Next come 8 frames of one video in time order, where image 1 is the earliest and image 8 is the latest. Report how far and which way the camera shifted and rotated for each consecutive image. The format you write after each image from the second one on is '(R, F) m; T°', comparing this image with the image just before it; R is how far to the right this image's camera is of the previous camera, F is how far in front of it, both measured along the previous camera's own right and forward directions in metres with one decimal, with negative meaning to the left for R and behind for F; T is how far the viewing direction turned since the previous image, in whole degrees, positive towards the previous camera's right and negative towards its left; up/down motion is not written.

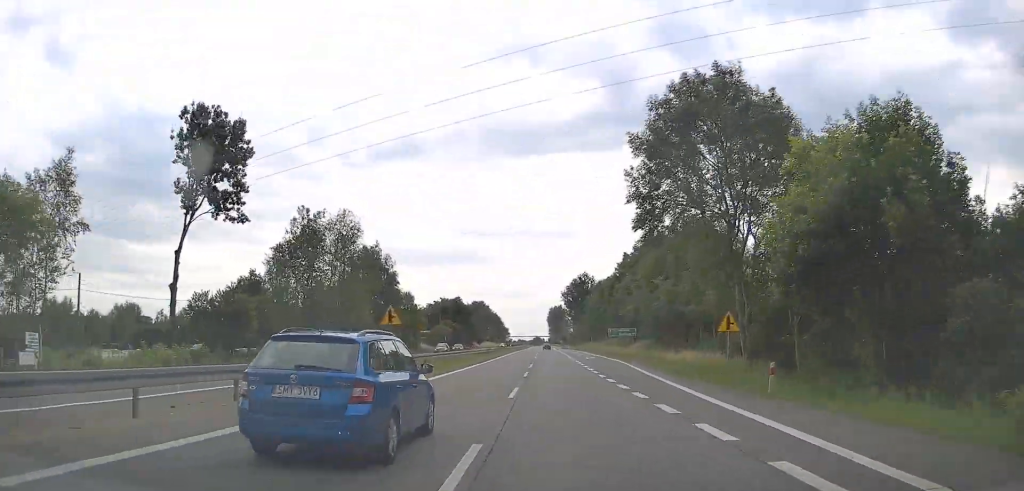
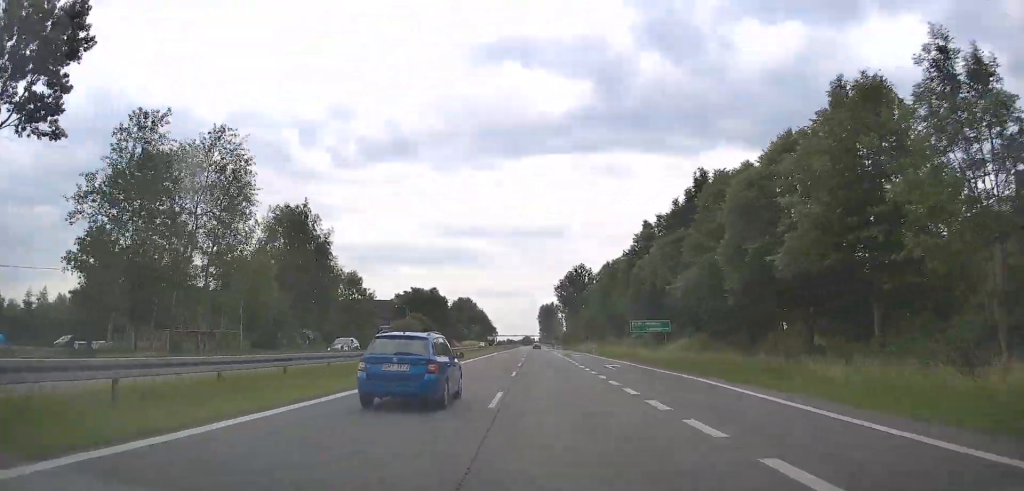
(+0.5, +28.1) m; +1°
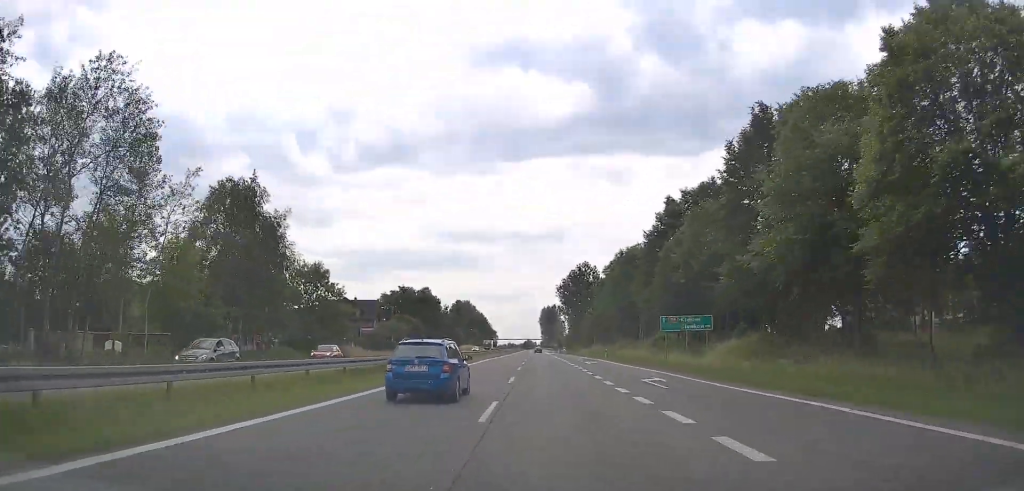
(+0.1, +14.0) m; 0°
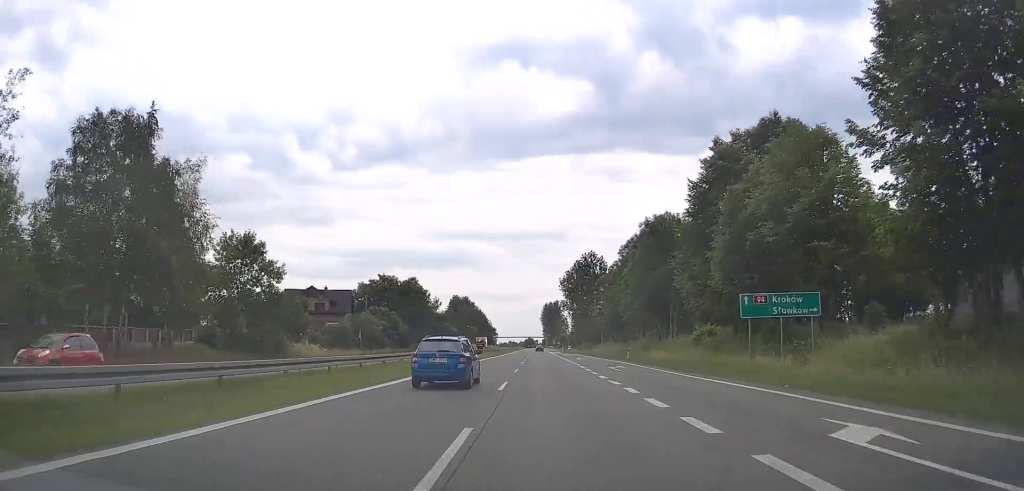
(-0.1, +17.7) m; -1°
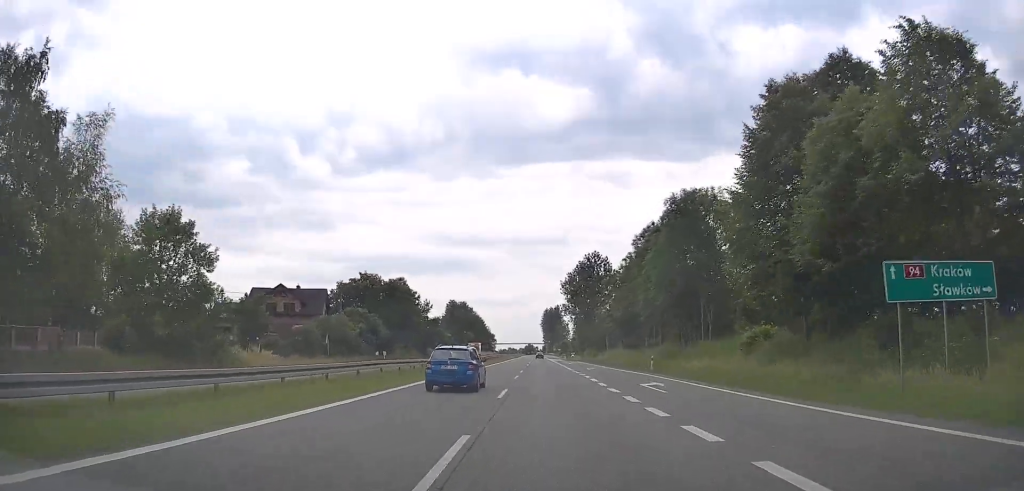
(-0.1, +12.1) m; 0°
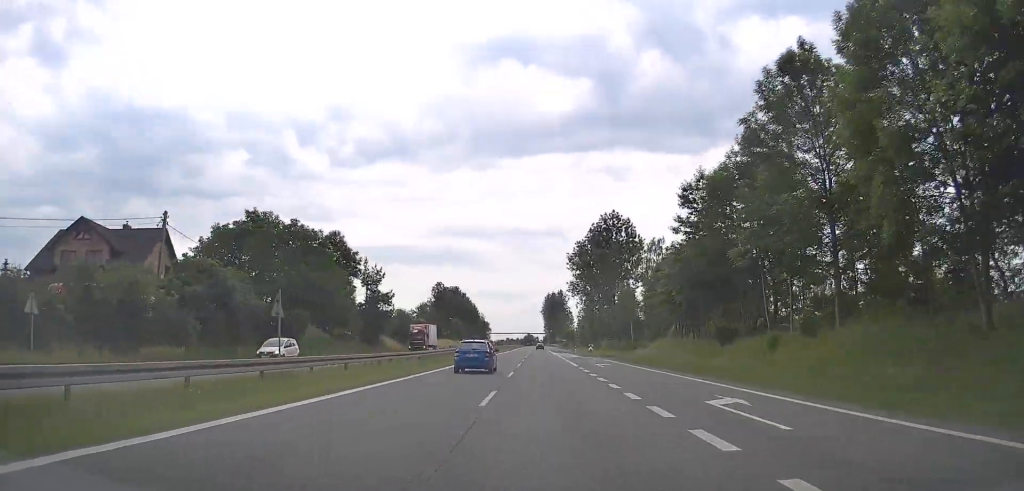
(0.0, +40.8) m; +1°
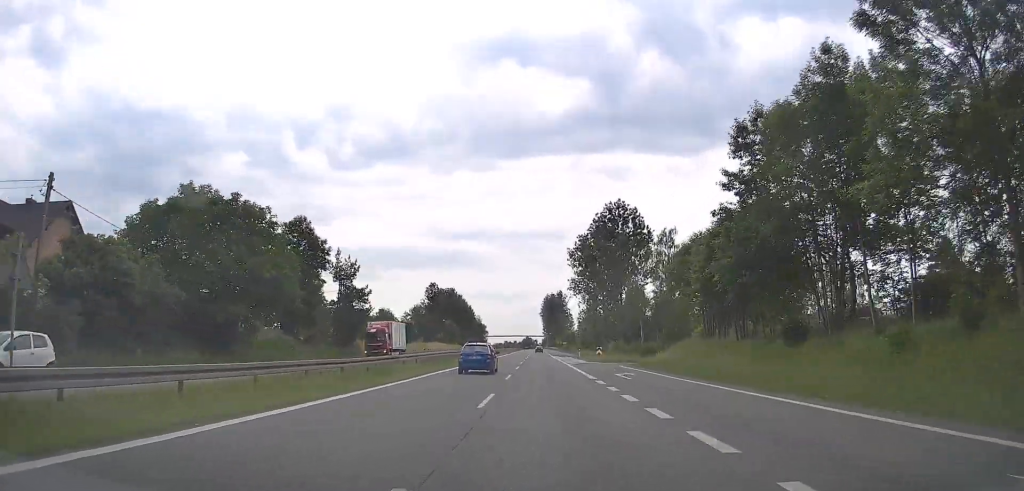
(0.0, +12.0) m; 0°
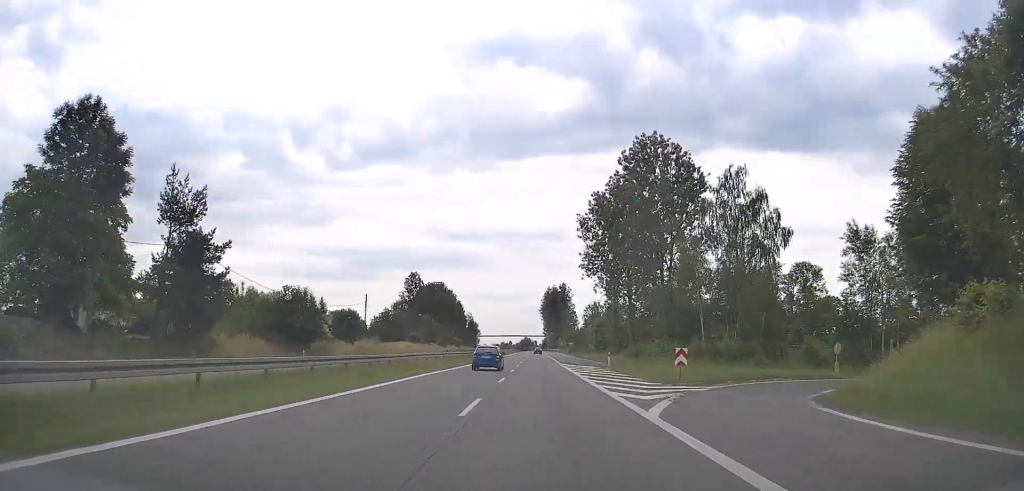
(0.0, +38.1) m; 0°
